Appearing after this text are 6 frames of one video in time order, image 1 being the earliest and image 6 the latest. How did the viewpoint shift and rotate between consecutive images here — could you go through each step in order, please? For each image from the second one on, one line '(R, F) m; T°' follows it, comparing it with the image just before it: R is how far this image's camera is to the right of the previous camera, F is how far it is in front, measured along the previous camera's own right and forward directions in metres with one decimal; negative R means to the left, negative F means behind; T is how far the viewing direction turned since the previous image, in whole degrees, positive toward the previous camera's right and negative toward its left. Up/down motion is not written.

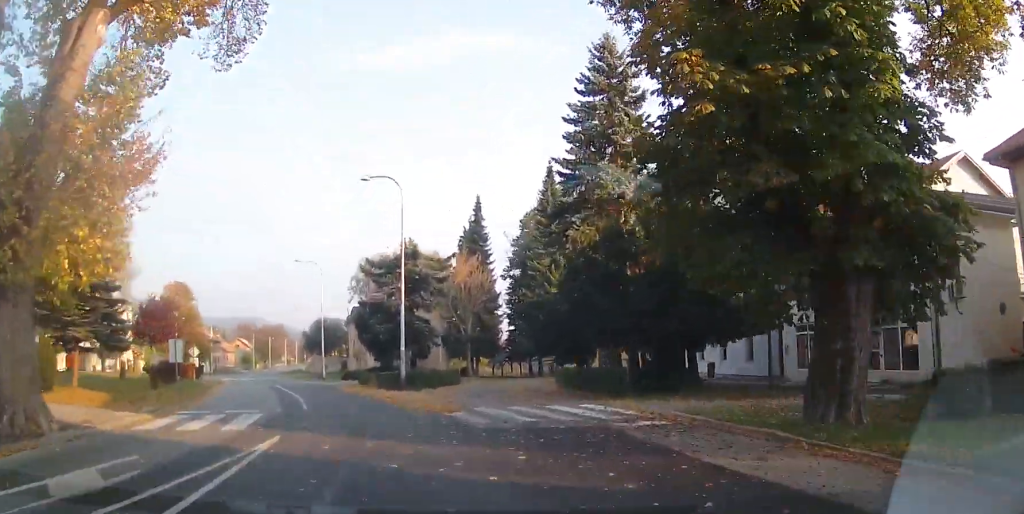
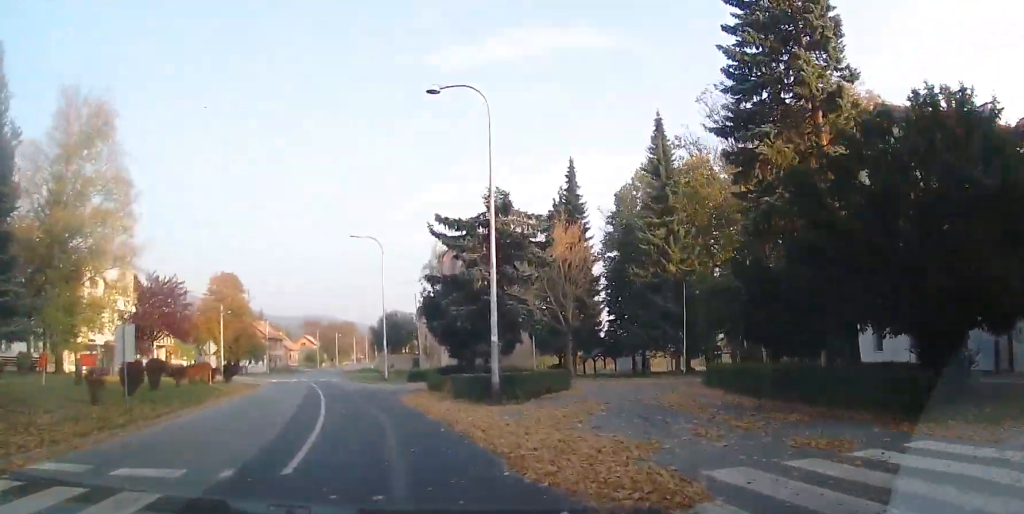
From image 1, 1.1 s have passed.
(-0.2, +10.1) m; -6°
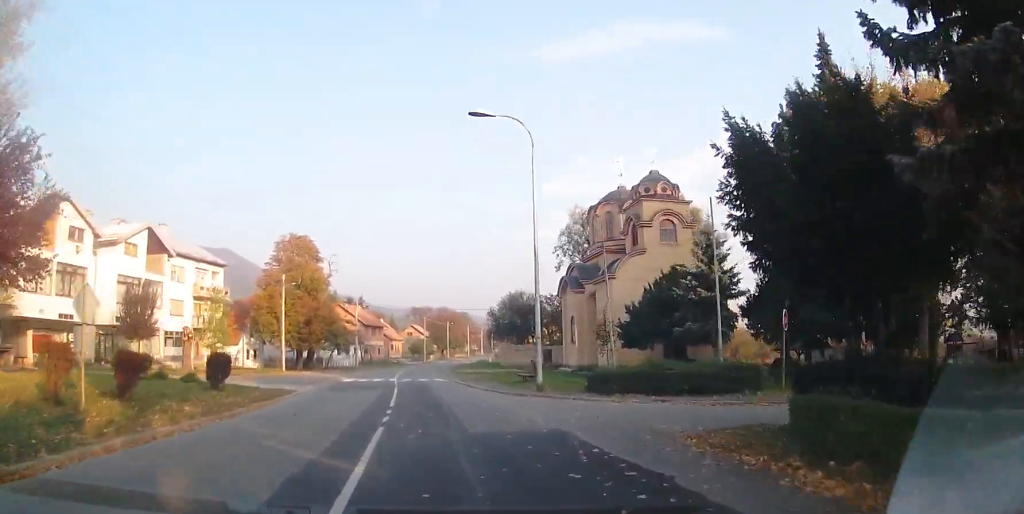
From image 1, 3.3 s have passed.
(-2.9, +20.7) m; -9°
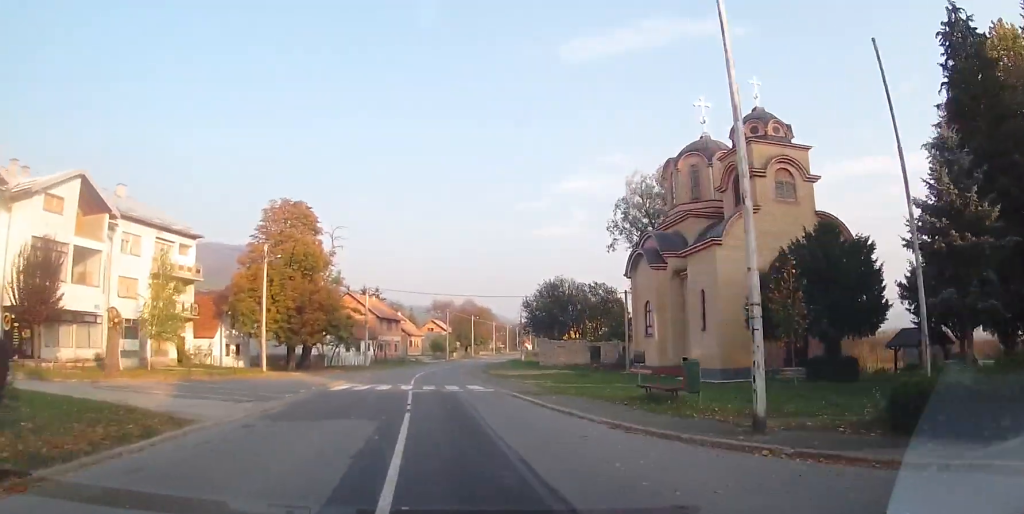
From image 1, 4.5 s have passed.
(+0.1, +13.0) m; -2°
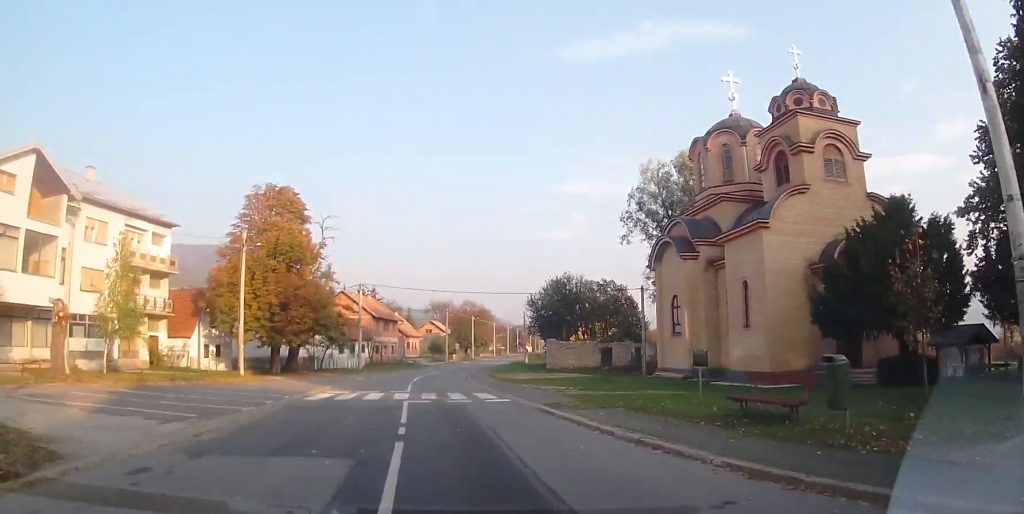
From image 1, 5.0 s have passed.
(-0.1, +4.7) m; -1°
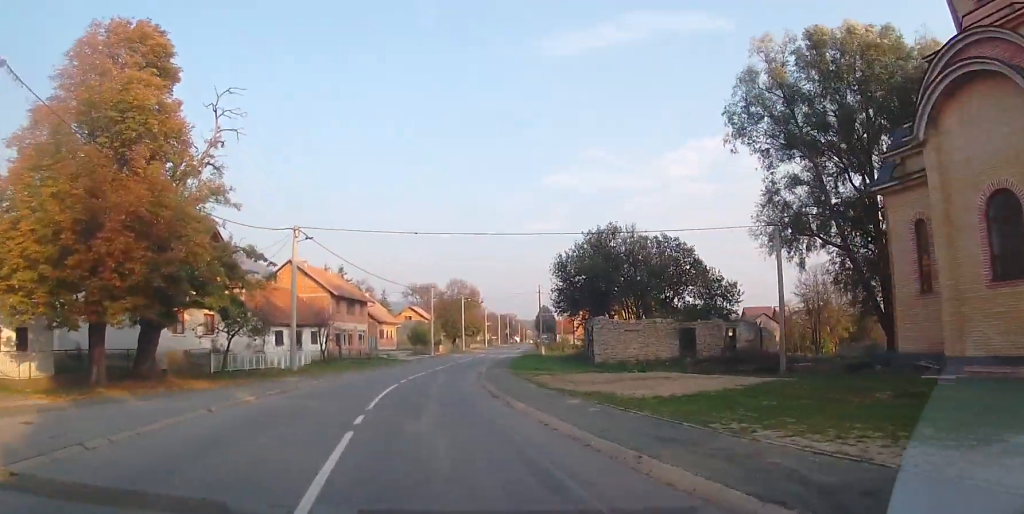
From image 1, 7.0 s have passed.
(-0.4, +23.3) m; -1°
